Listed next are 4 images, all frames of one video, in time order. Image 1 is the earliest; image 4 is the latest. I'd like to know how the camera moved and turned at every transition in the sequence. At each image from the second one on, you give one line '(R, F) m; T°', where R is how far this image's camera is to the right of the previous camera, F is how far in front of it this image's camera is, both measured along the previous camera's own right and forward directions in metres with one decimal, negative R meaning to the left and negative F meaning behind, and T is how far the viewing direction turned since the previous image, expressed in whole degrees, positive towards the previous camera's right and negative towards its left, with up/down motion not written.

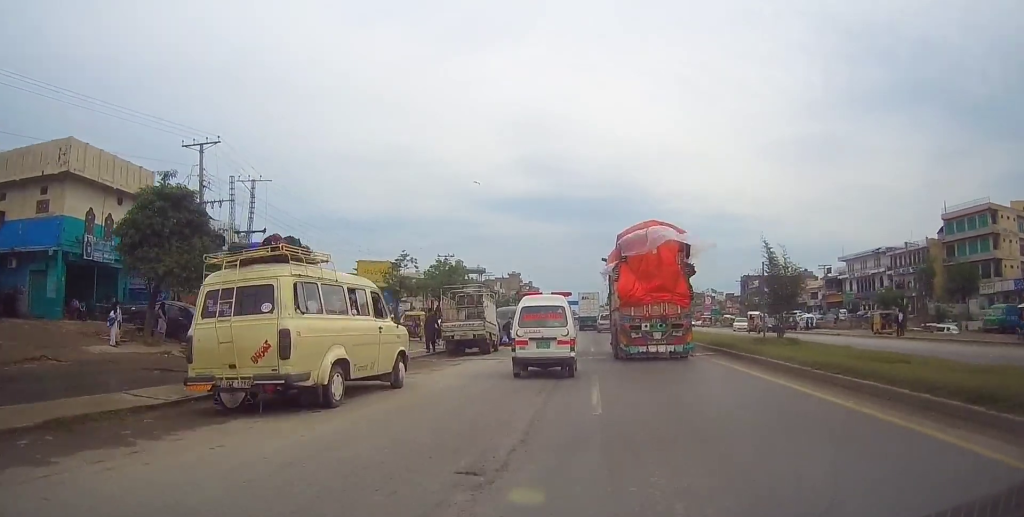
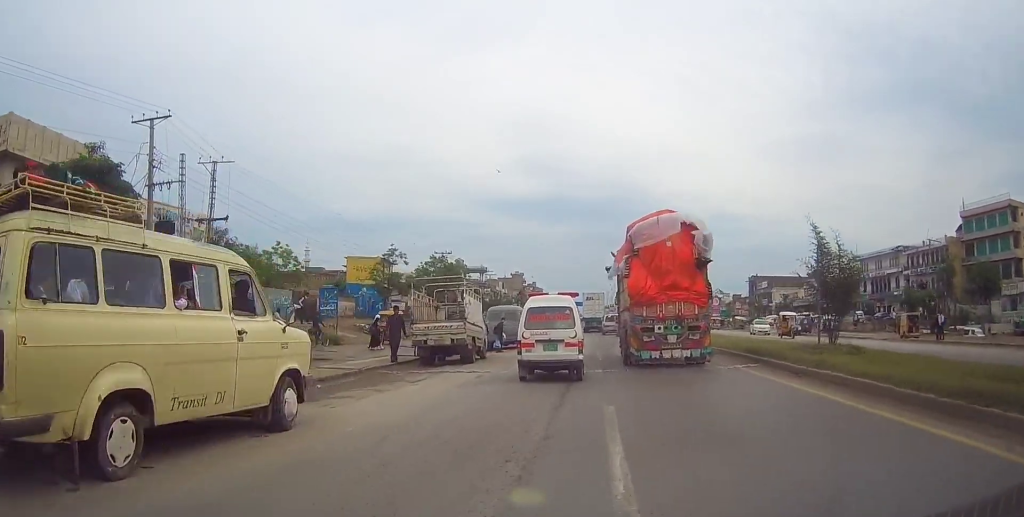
(0.0, +5.0) m; 0°
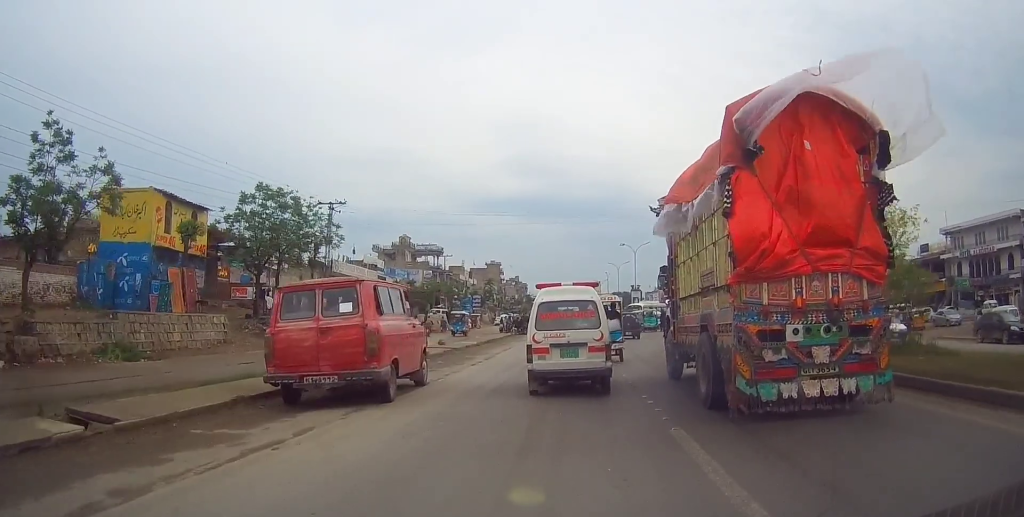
(+0.2, +36.6) m; +3°
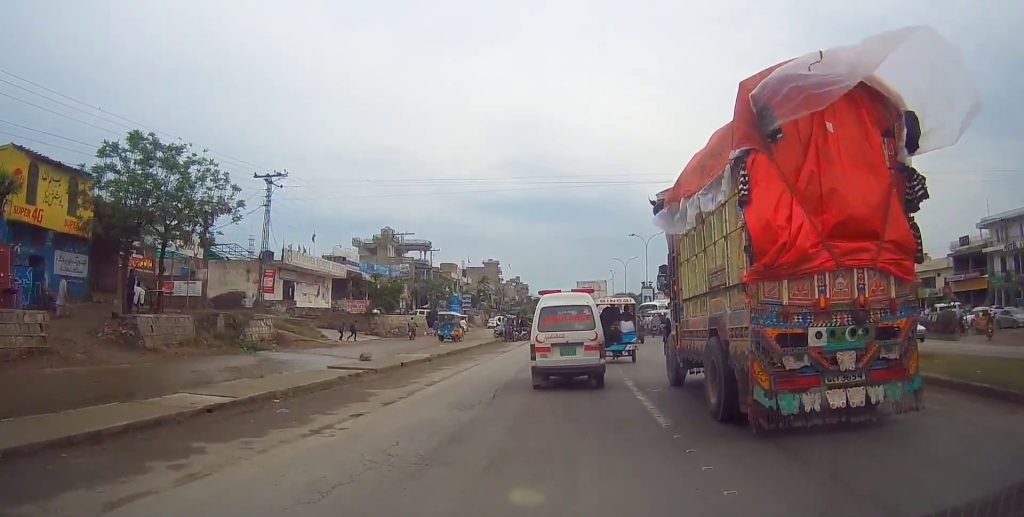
(-0.4, +11.4) m; -4°
